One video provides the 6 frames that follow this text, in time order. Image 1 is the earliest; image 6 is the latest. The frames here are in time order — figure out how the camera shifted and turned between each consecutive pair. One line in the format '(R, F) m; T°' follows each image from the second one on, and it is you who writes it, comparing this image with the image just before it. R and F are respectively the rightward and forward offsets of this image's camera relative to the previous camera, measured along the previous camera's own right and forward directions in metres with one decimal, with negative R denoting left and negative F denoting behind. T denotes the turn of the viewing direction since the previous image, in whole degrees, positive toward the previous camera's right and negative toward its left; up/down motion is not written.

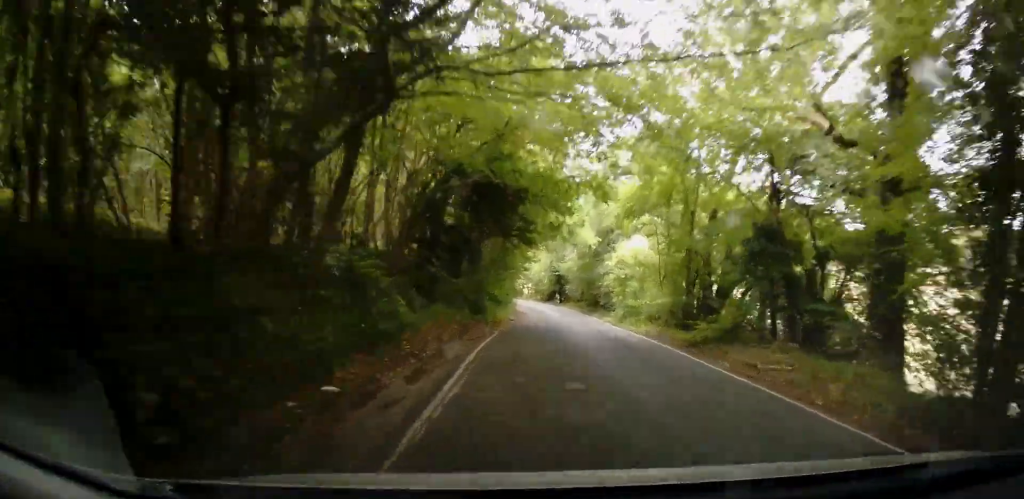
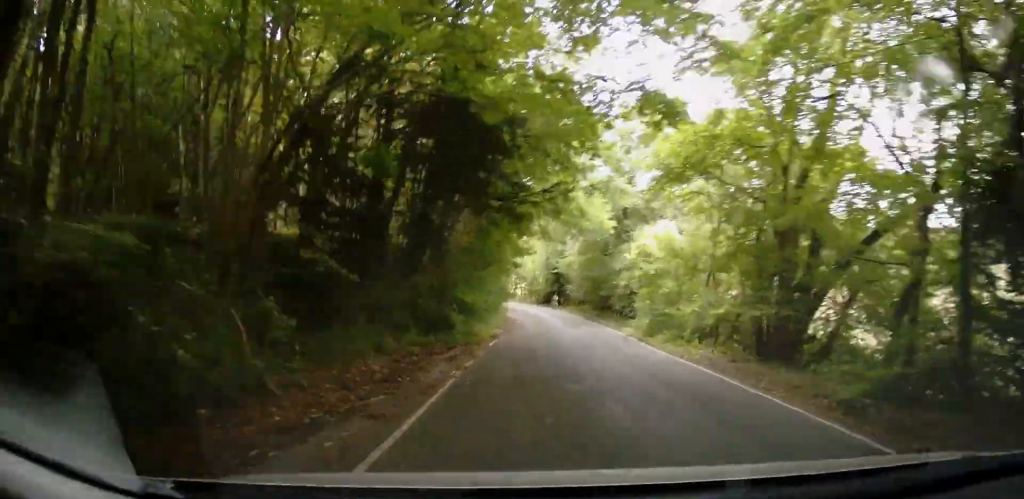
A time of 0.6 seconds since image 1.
(+0.1, +8.5) m; 0°
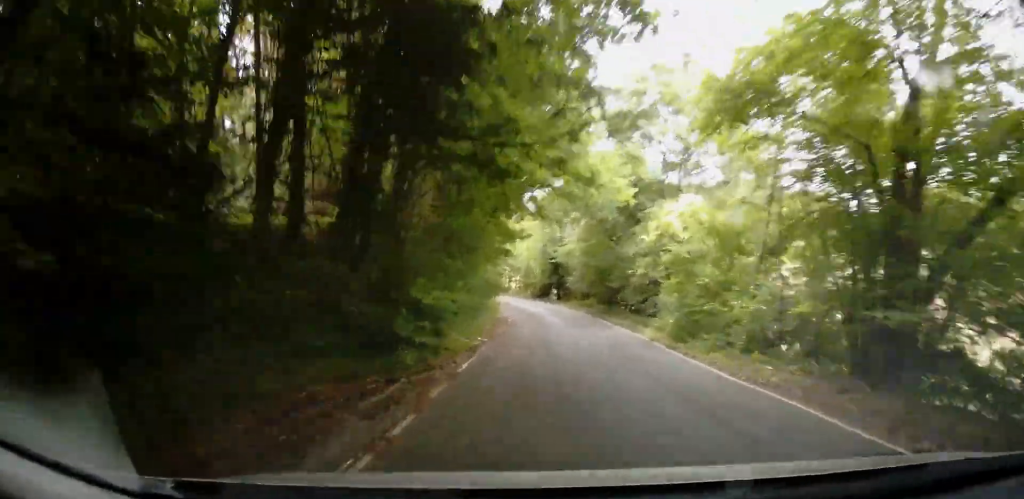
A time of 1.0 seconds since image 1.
(-0.1, +5.4) m; -1°
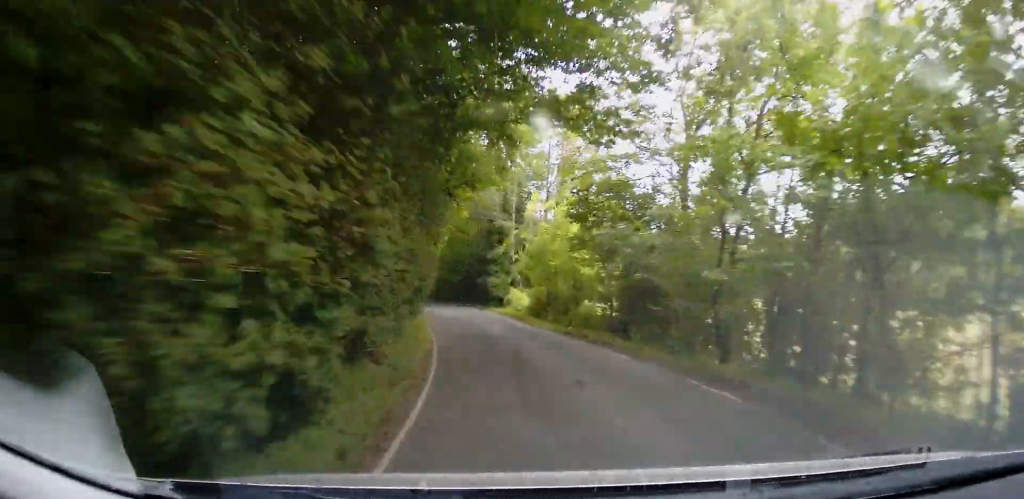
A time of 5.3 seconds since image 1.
(-8.2, +51.1) m; -24°
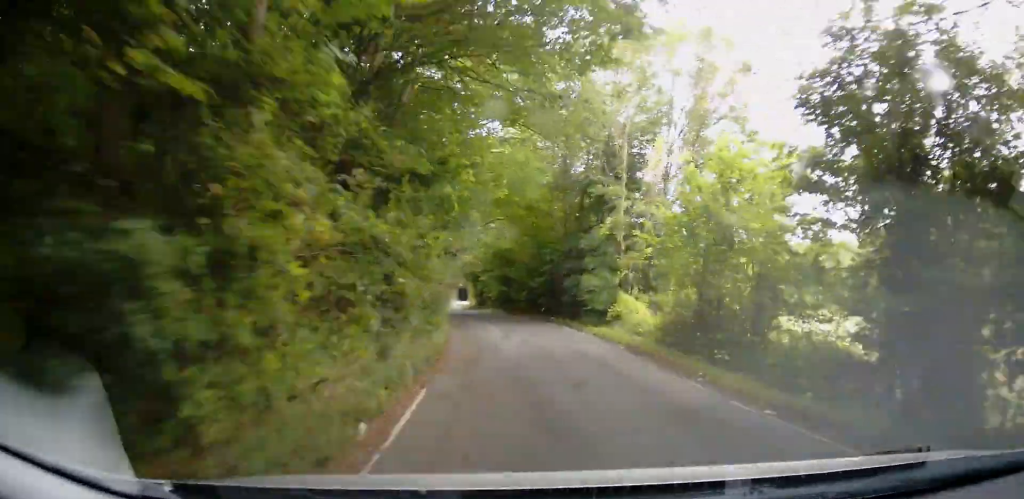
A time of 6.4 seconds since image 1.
(-0.5, +14.3) m; -5°
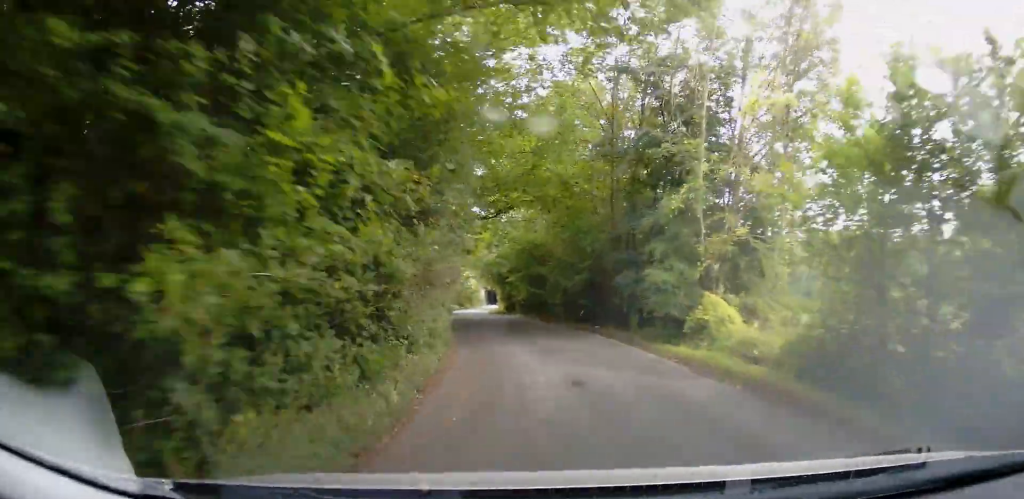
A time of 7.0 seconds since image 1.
(-0.4, +7.1) m; -4°
